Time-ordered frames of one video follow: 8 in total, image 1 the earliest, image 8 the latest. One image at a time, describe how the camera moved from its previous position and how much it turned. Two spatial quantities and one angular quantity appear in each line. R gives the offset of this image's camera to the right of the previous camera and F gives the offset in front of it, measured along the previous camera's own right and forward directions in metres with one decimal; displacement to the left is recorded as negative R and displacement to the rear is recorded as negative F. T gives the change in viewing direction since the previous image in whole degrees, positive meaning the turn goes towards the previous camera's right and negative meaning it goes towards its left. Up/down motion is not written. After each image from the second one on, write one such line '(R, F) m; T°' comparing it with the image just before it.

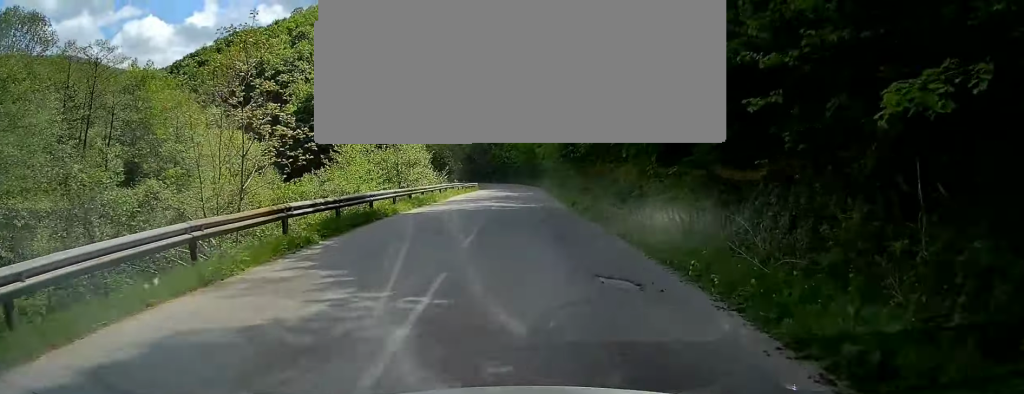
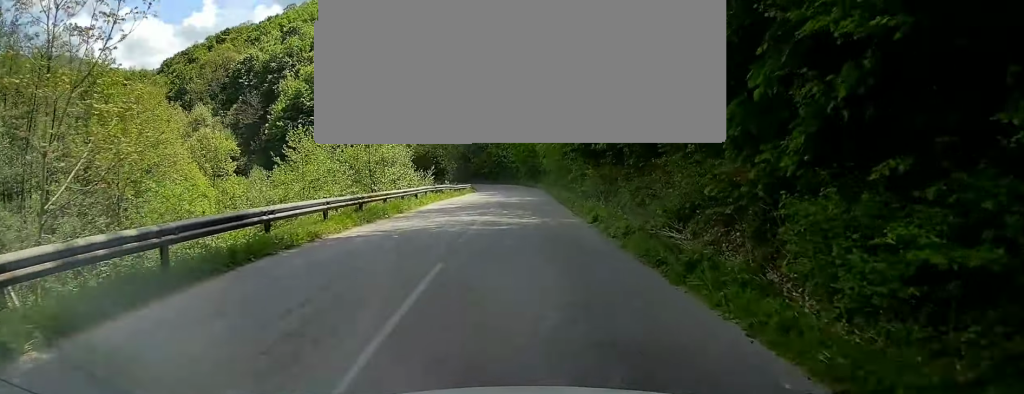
(0.0, +8.6) m; +1°
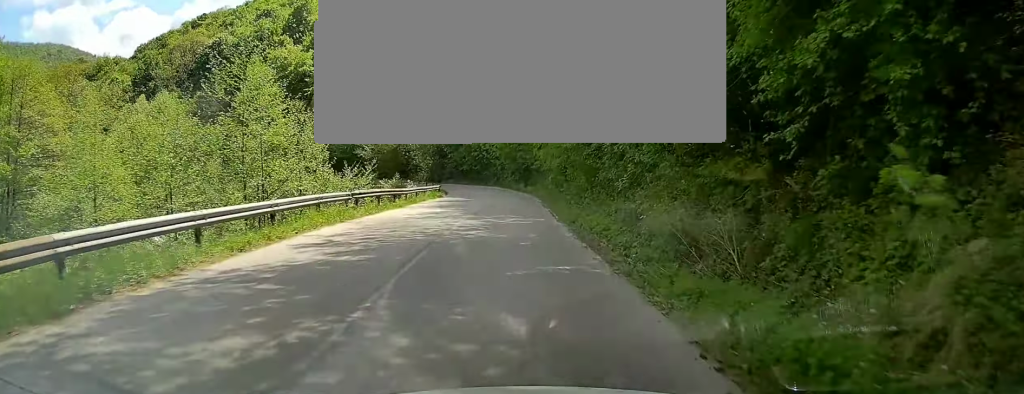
(+0.5, +17.6) m; +1°
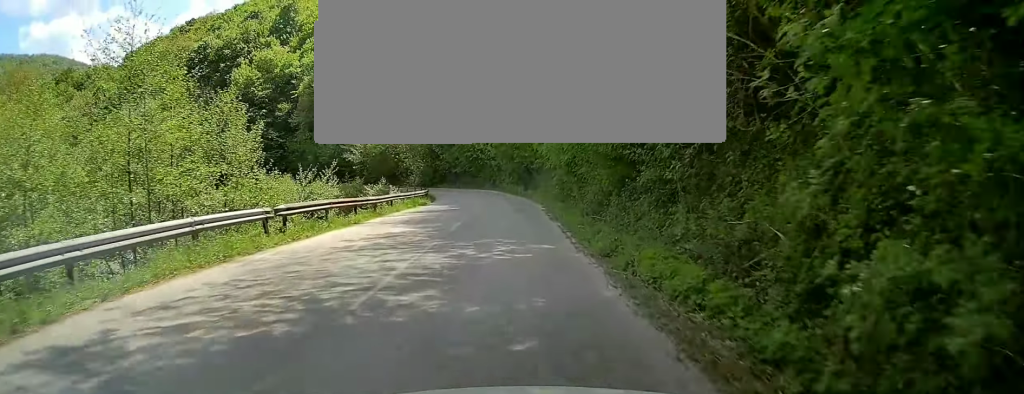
(0.0, +7.4) m; -1°
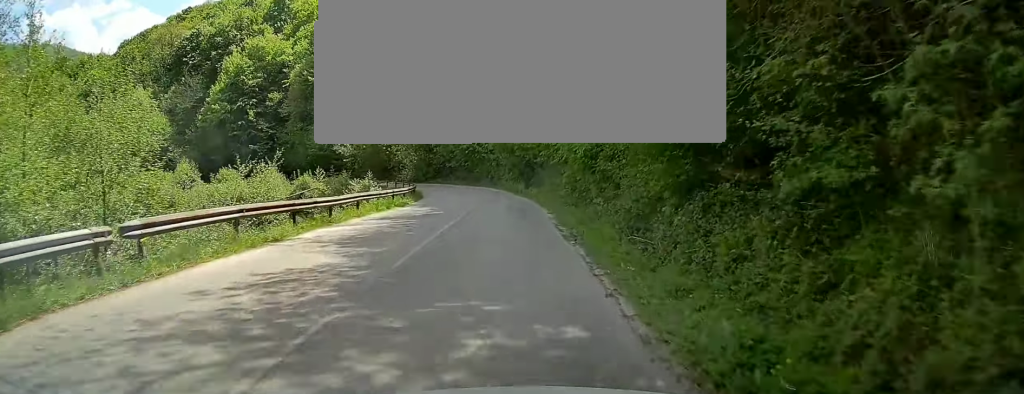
(-0.2, +6.9) m; -1°
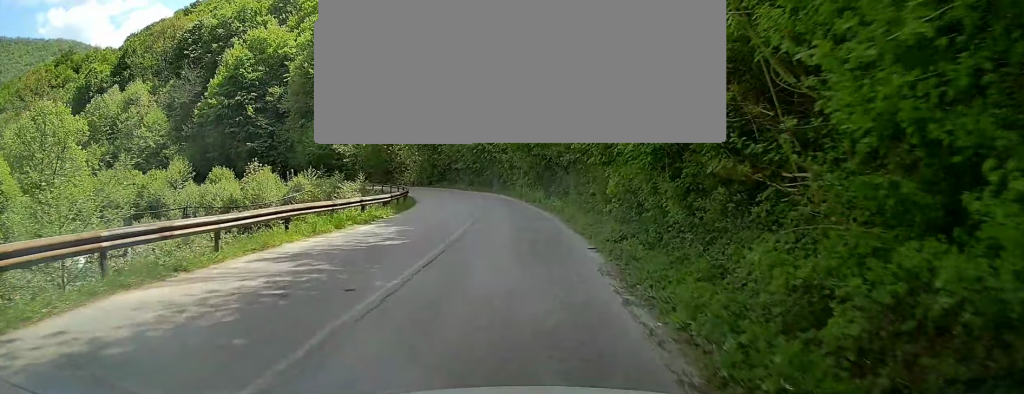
(-0.1, +9.5) m; -1°
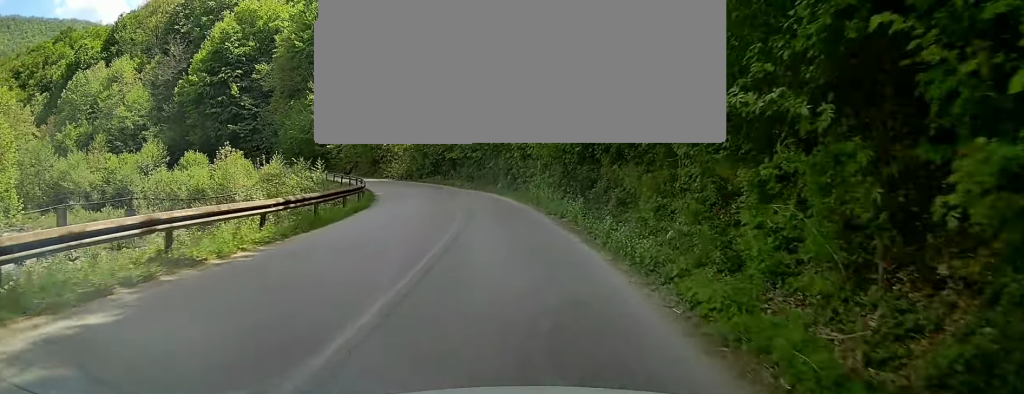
(0.0, +14.5) m; -1°
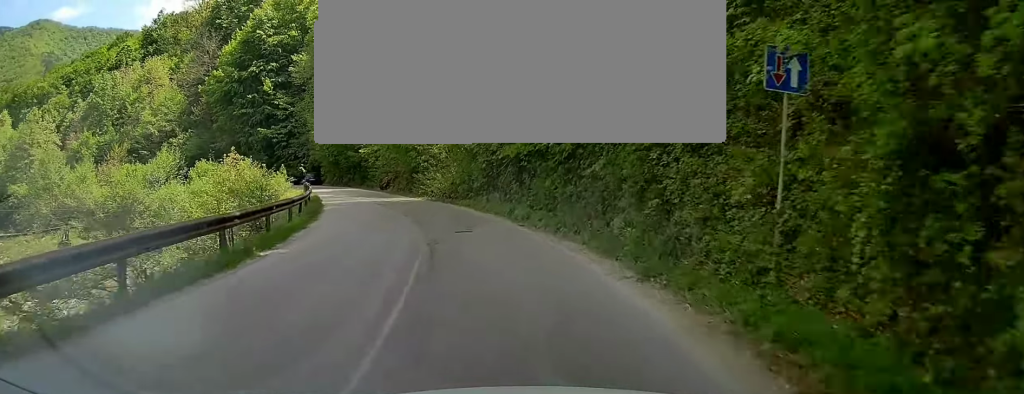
(-1.2, +22.4) m; -10°
